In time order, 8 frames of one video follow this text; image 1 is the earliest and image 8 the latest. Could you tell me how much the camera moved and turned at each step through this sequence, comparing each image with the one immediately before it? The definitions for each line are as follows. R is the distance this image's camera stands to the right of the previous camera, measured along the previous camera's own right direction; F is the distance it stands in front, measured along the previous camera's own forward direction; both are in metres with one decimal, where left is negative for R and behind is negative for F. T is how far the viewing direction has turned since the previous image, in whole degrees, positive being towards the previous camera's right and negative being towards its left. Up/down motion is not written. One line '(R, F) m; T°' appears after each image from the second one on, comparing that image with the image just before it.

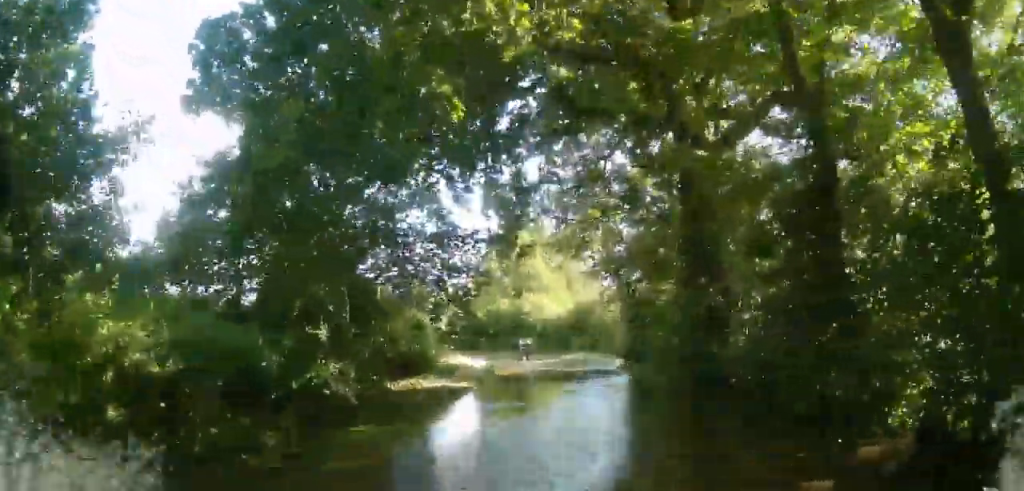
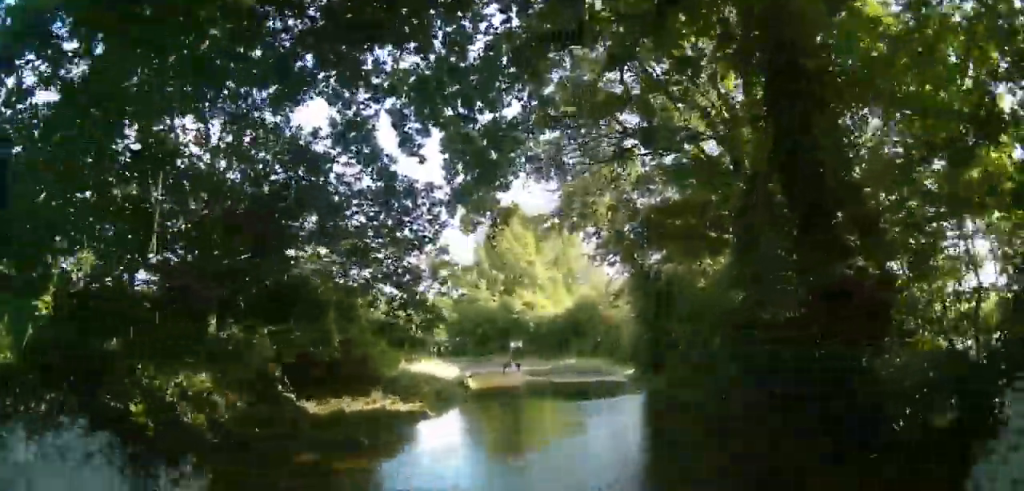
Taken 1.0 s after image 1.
(0.0, +5.2) m; 0°
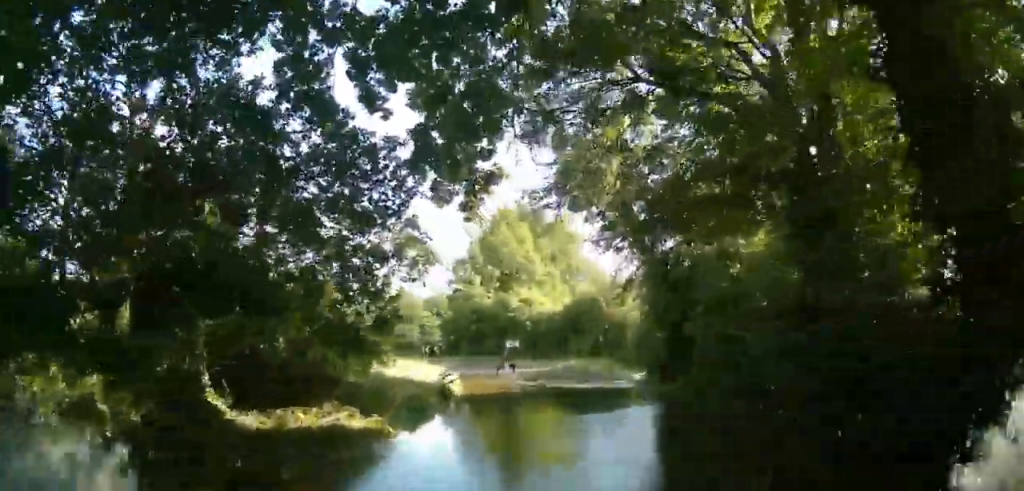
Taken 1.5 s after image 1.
(0.0, +2.5) m; 0°
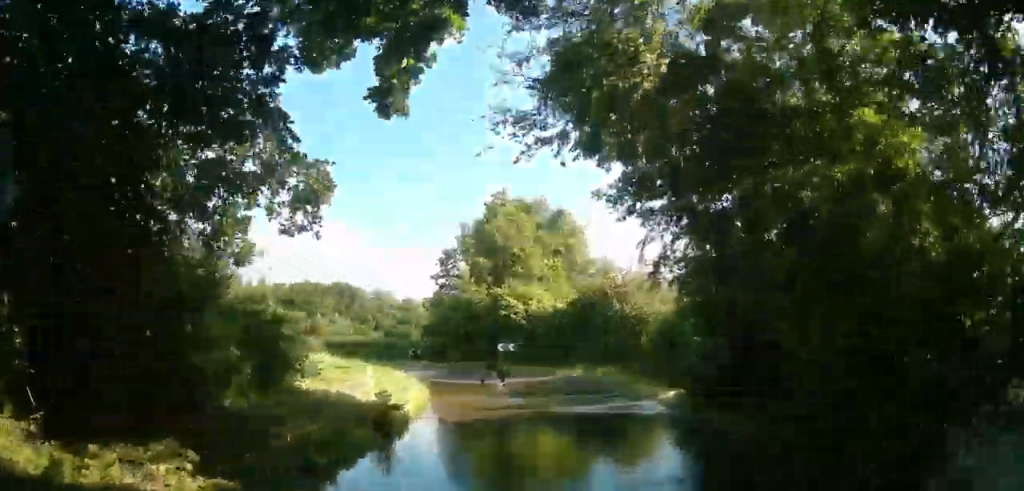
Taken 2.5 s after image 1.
(0.0, +4.8) m; 0°
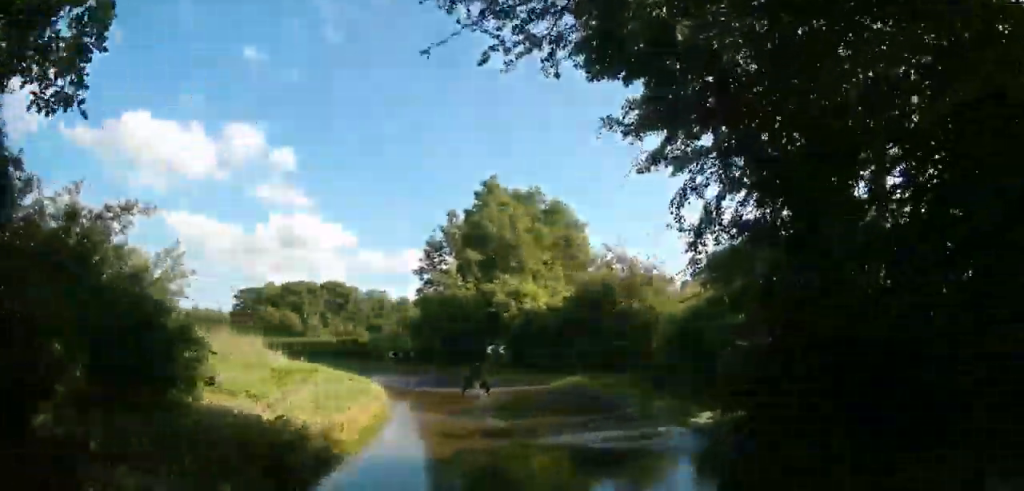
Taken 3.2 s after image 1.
(0.0, +3.3) m; -1°
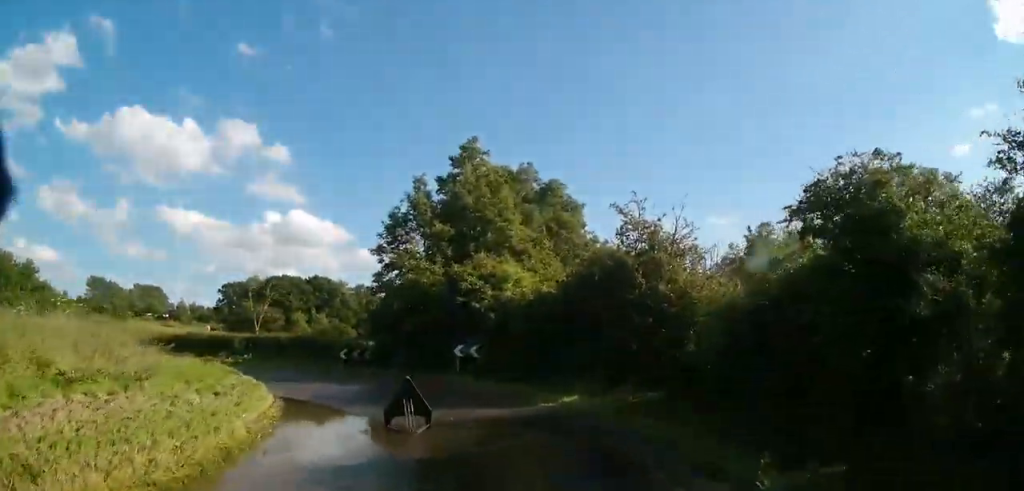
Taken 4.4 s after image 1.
(-0.2, +6.2) m; -8°
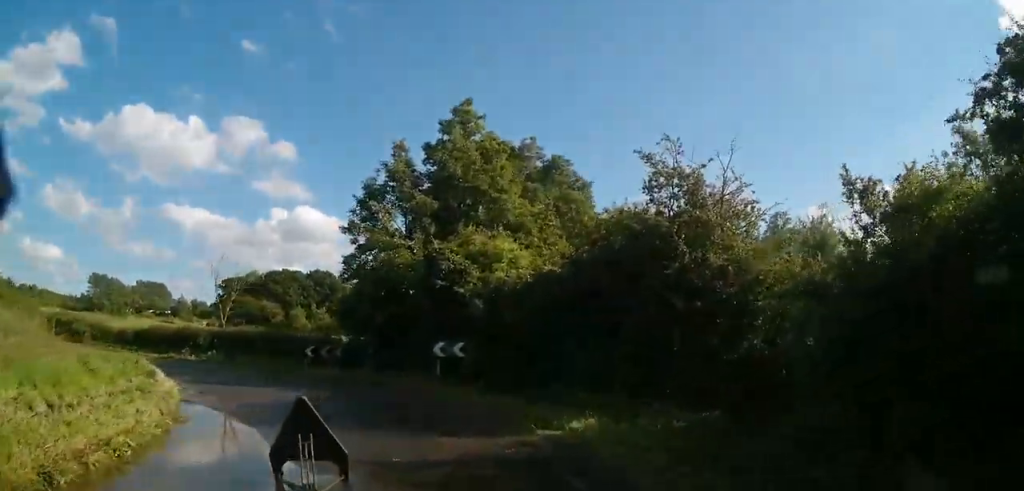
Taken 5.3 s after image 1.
(-0.4, +4.6) m; -5°
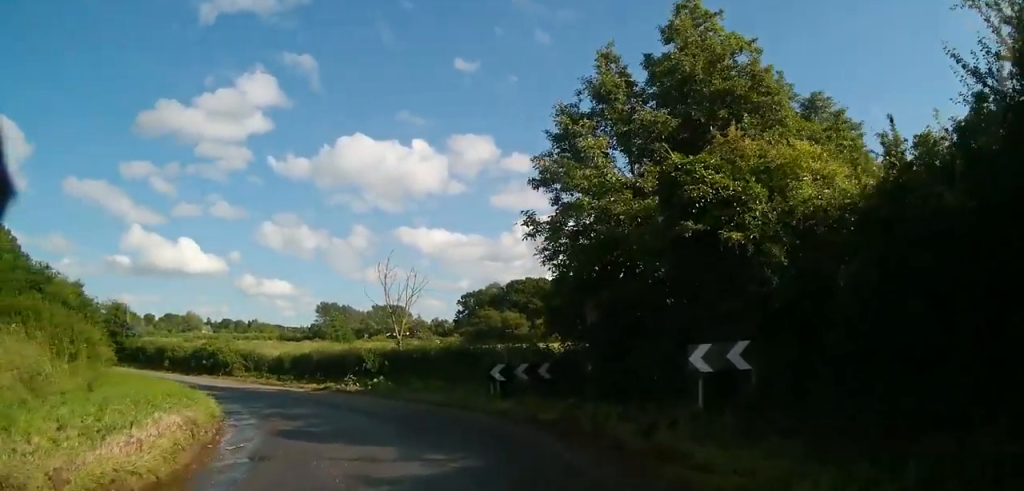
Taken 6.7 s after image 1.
(-0.2, +8.3) m; -2°
